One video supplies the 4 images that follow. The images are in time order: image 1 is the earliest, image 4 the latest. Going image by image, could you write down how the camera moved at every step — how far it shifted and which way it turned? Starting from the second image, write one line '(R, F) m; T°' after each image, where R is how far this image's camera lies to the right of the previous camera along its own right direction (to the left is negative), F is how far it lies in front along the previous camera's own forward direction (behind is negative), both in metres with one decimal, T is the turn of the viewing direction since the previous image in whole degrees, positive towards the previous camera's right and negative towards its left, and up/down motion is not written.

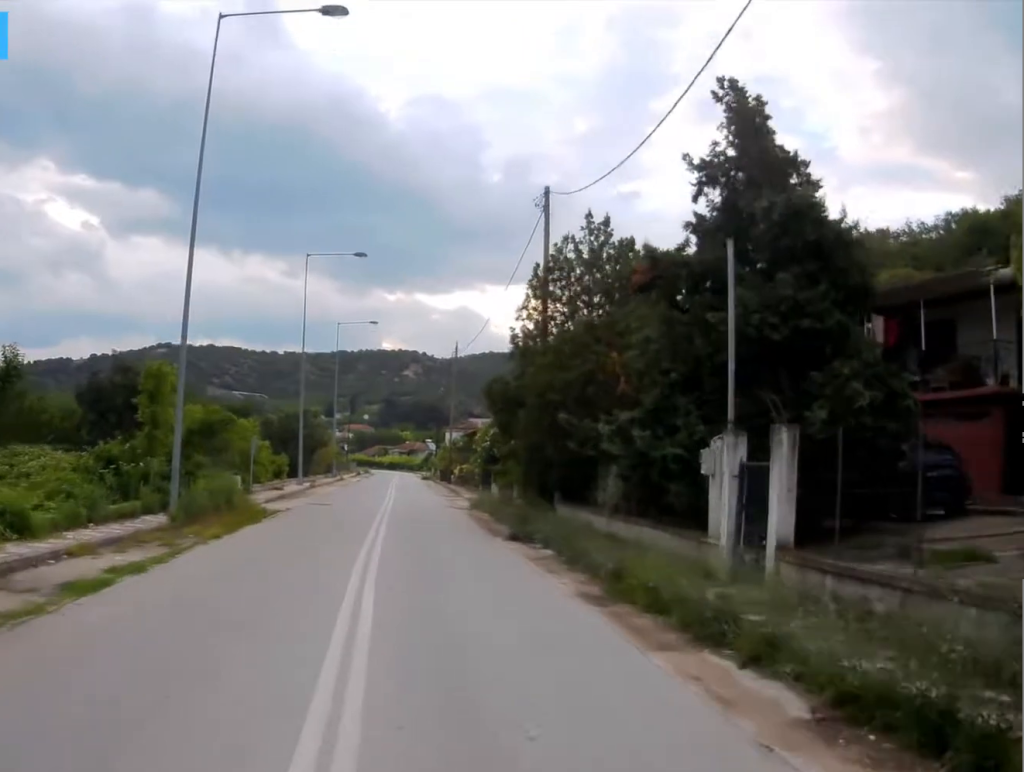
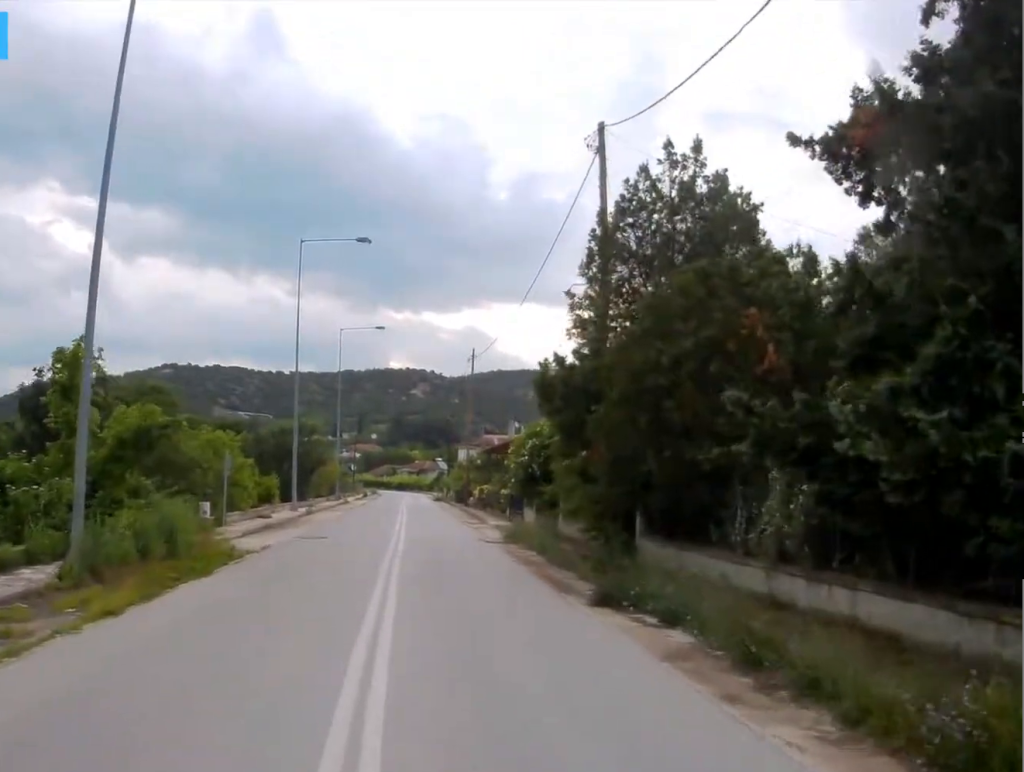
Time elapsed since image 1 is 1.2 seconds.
(-0.3, +6.1) m; -2°
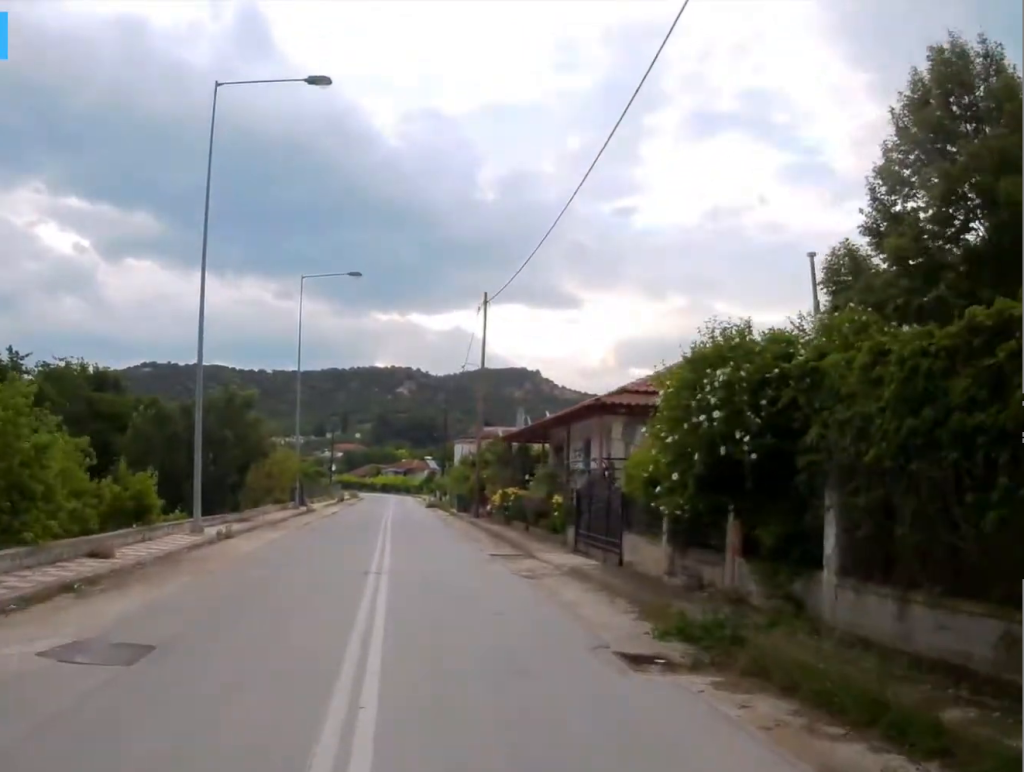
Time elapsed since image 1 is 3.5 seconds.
(+0.5, +14.7) m; +2°
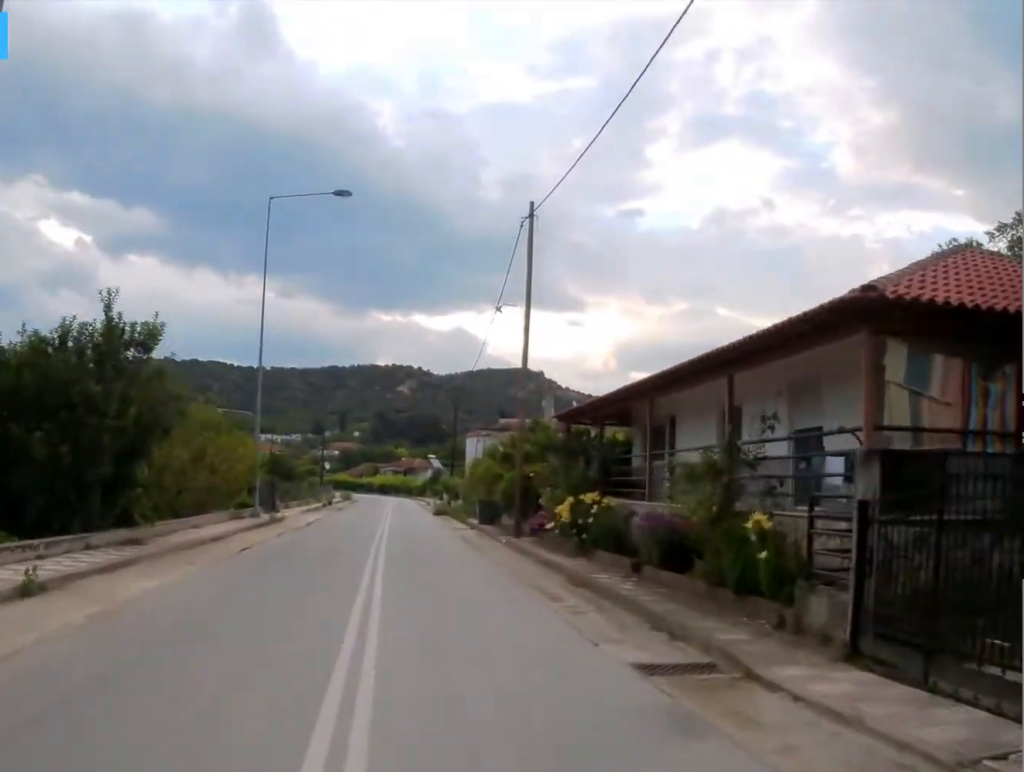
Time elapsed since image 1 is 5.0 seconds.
(-0.3, +12.7) m; 0°
